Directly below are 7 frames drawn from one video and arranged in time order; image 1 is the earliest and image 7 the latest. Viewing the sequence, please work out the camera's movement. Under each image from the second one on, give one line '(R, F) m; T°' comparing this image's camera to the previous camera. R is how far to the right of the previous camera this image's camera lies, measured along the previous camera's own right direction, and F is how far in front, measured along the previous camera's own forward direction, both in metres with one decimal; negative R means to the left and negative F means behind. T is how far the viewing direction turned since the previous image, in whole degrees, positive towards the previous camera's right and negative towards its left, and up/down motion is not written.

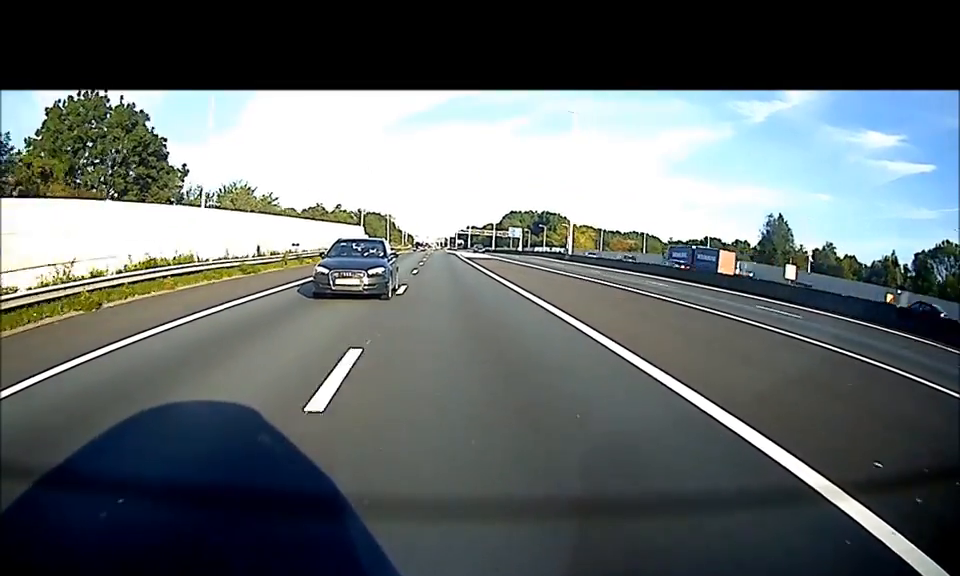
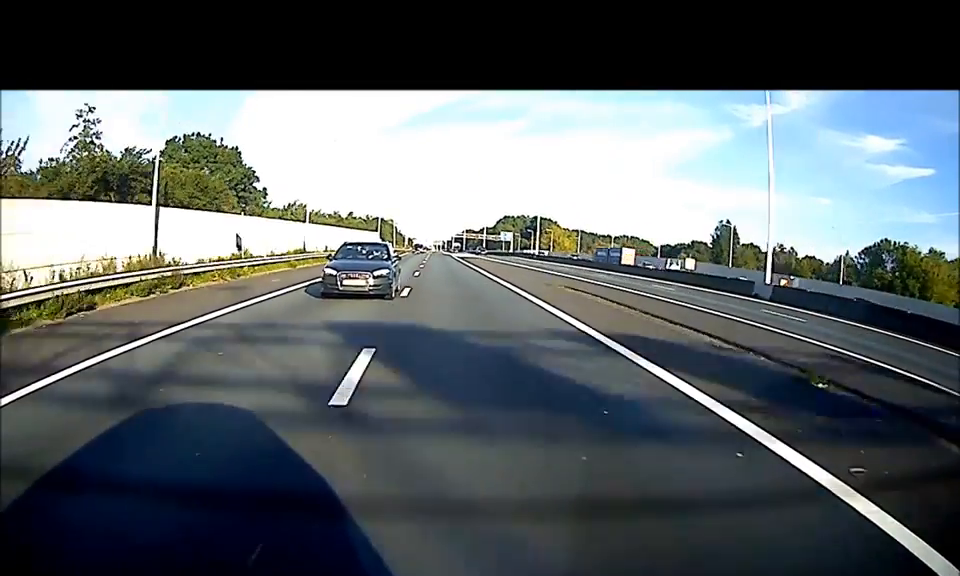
(+0.3, +25.4) m; +1°
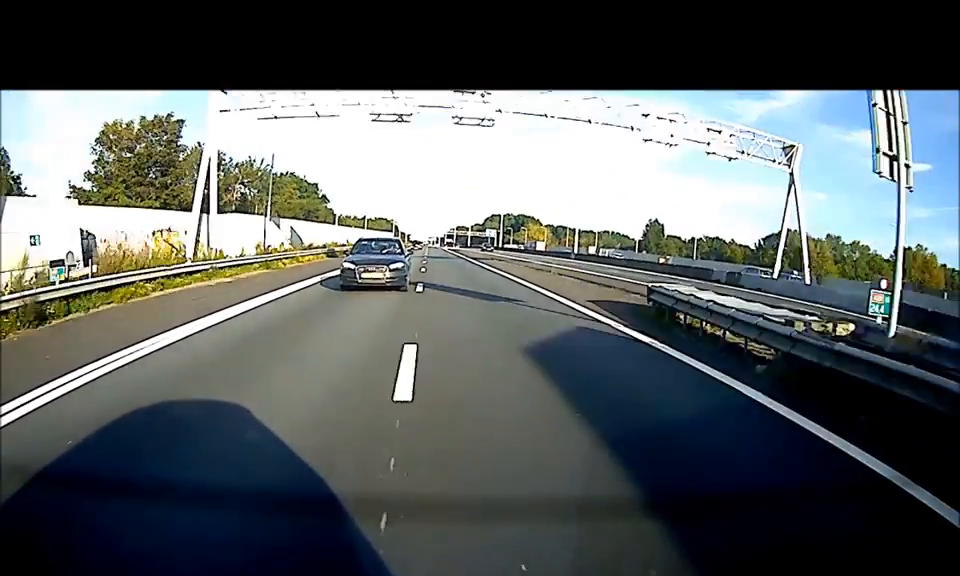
(+0.1, +49.2) m; 0°
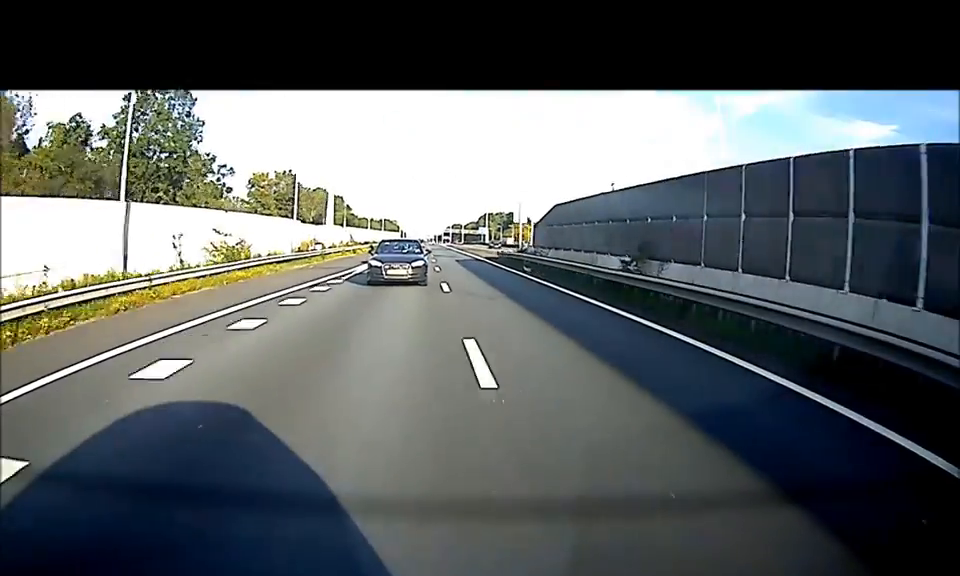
(0.0, +34.3) m; 0°
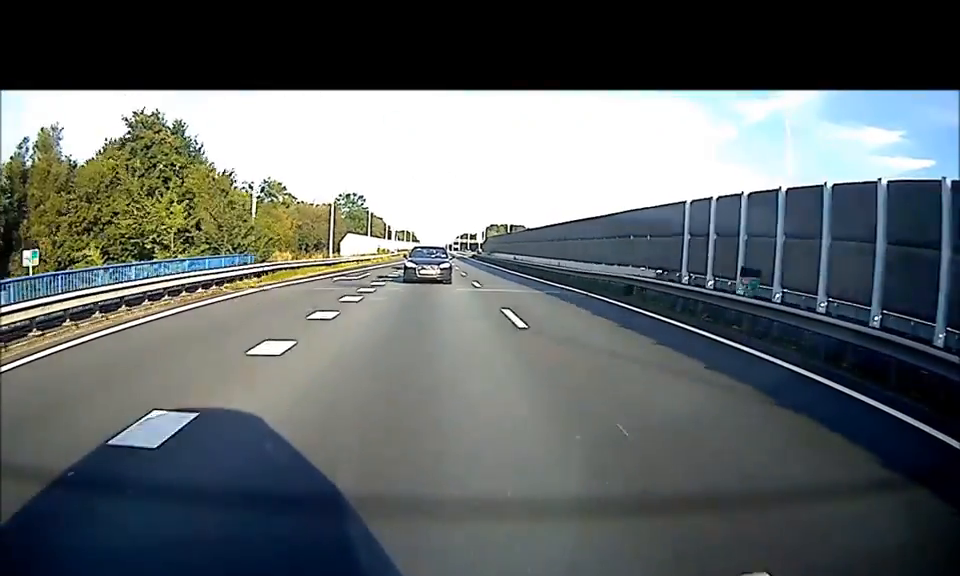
(0.0, +58.5) m; 0°
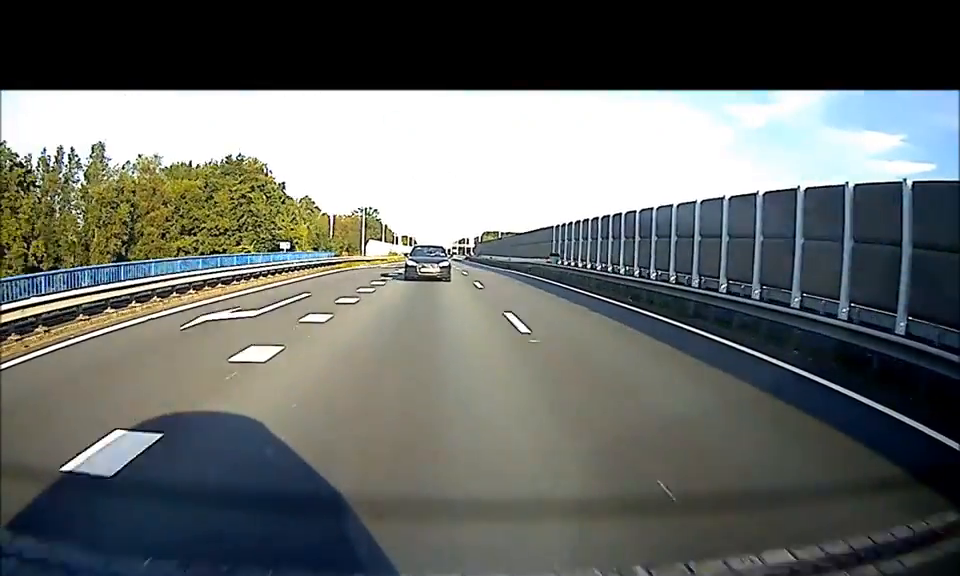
(-0.1, +18.5) m; 0°
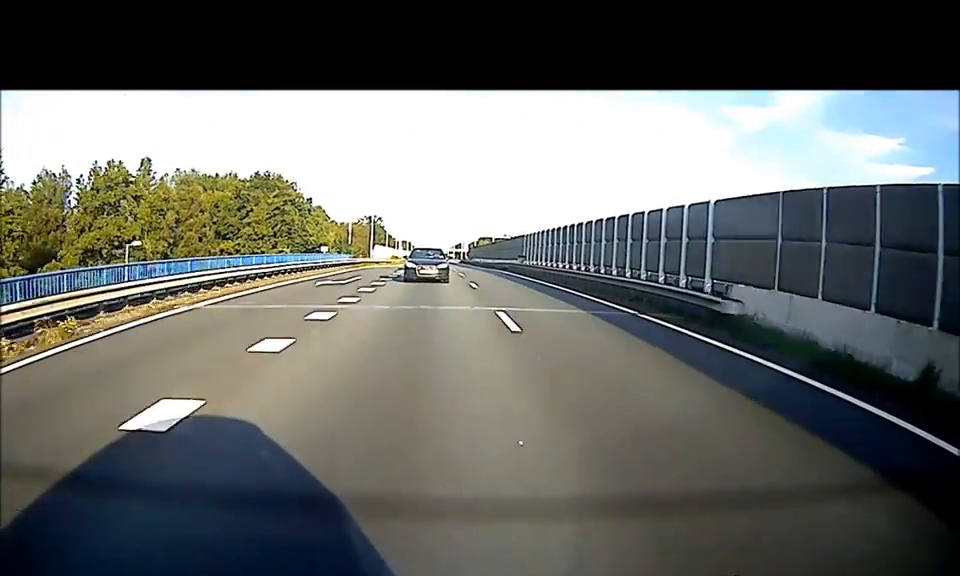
(0.0, +10.9) m; 0°
